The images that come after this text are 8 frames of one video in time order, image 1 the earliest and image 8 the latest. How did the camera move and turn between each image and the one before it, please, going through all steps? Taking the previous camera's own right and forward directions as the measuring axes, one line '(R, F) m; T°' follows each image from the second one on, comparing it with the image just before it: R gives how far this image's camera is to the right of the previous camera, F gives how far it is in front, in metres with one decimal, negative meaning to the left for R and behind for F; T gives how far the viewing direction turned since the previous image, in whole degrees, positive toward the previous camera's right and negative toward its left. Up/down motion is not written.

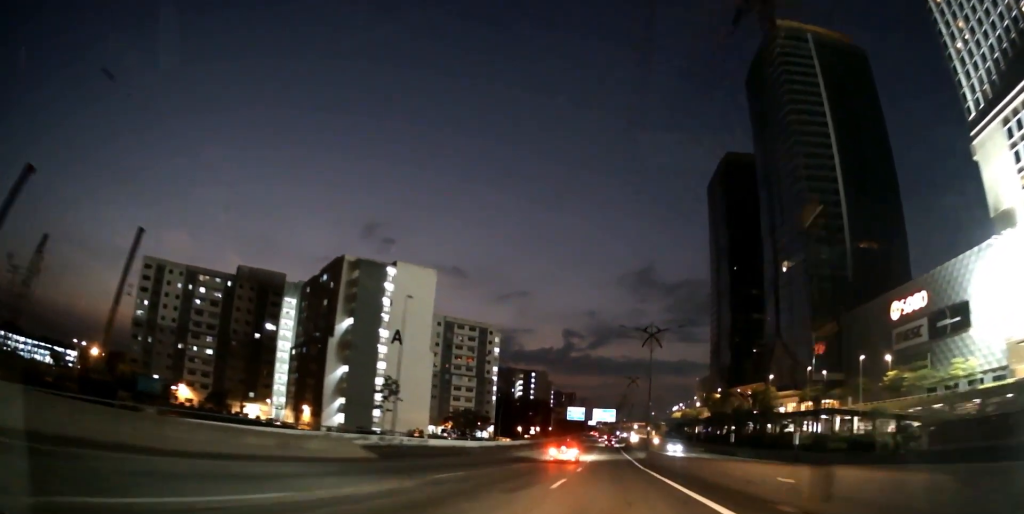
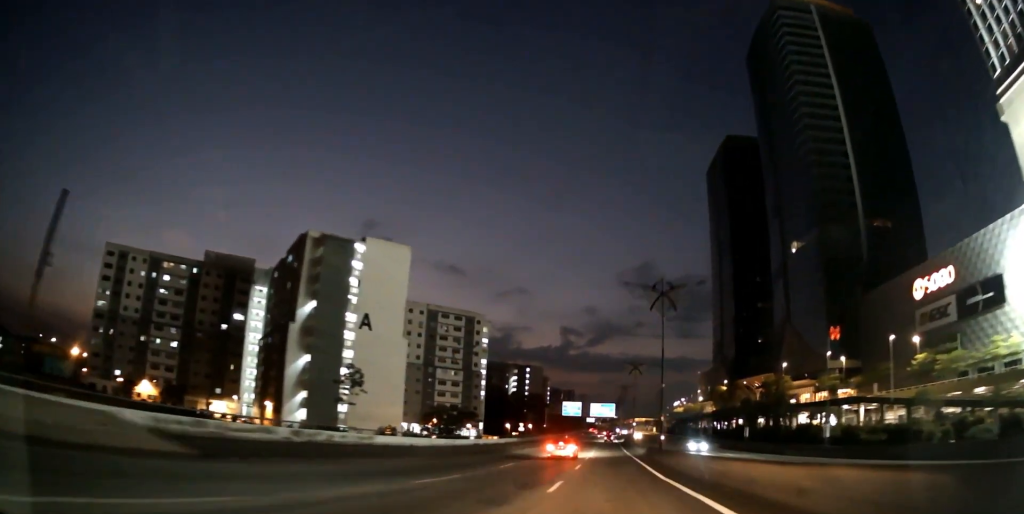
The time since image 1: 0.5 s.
(0.0, +13.6) m; 0°
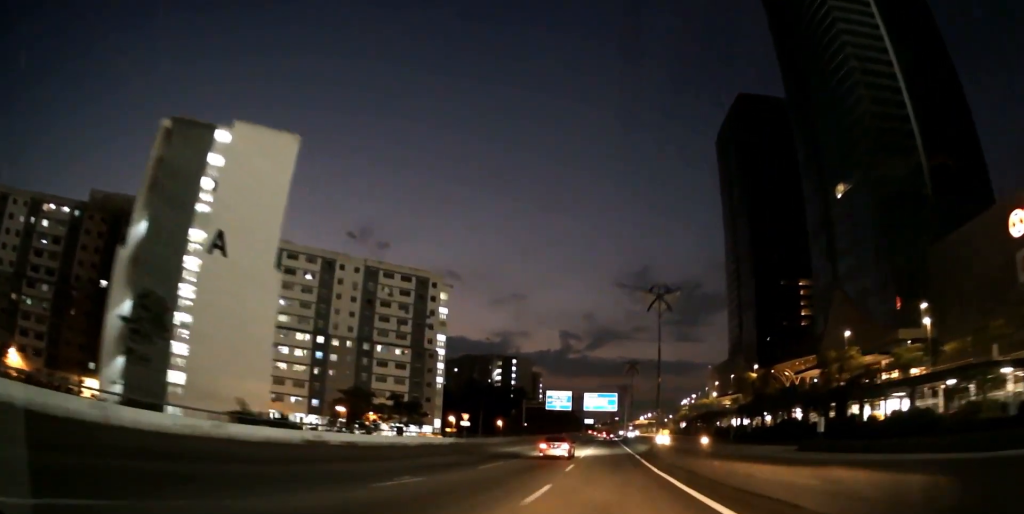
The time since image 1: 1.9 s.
(0.0, +39.8) m; 0°
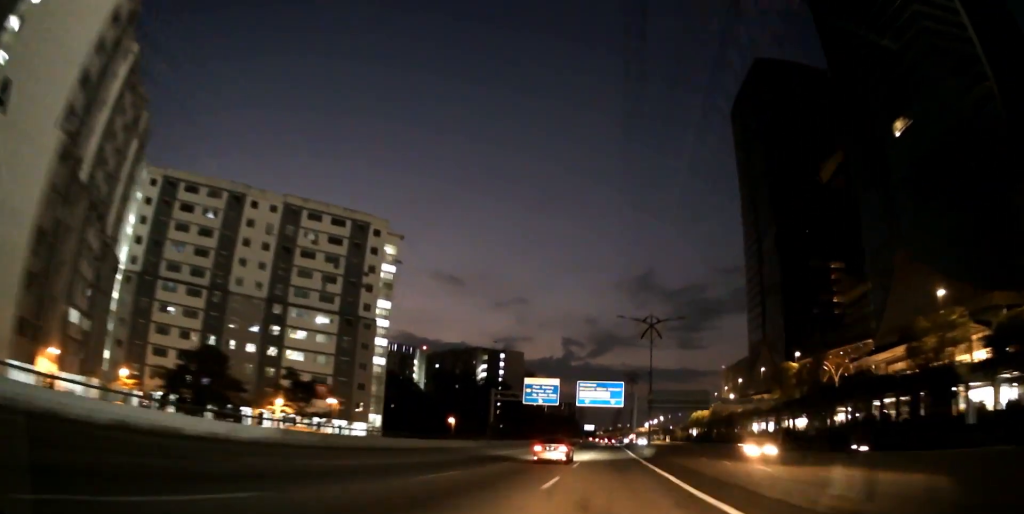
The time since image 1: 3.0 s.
(+0.1, +31.9) m; 0°
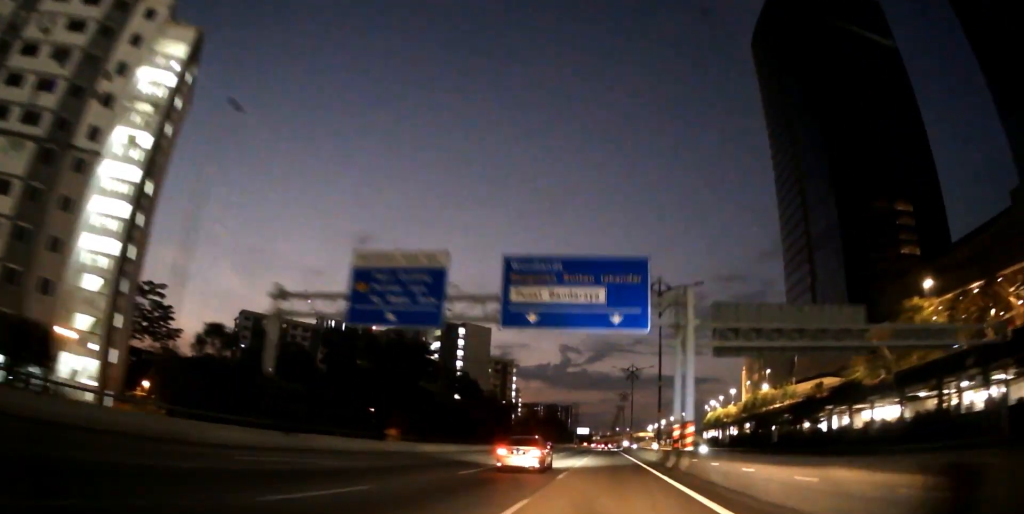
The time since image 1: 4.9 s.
(+0.1, +55.6) m; 0°
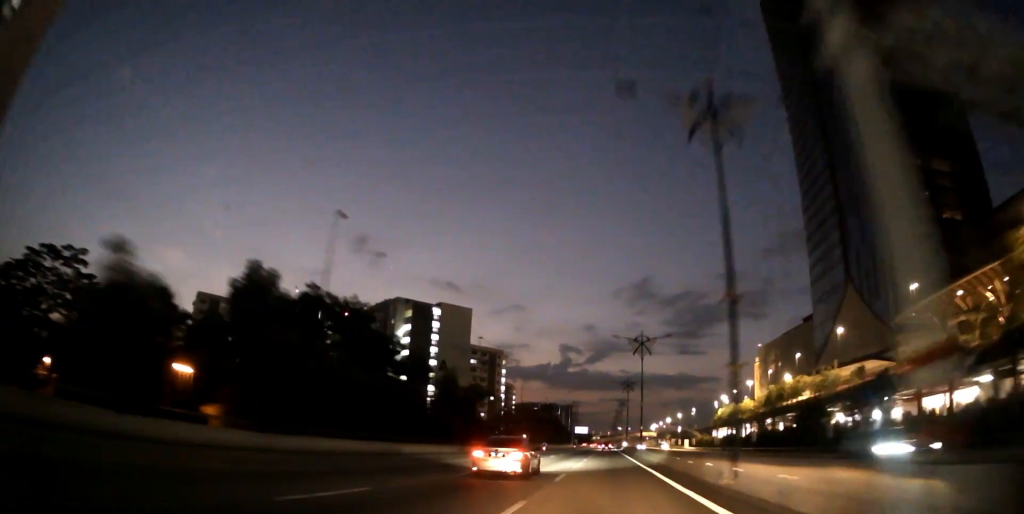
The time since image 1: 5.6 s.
(0.0, +22.7) m; 0°
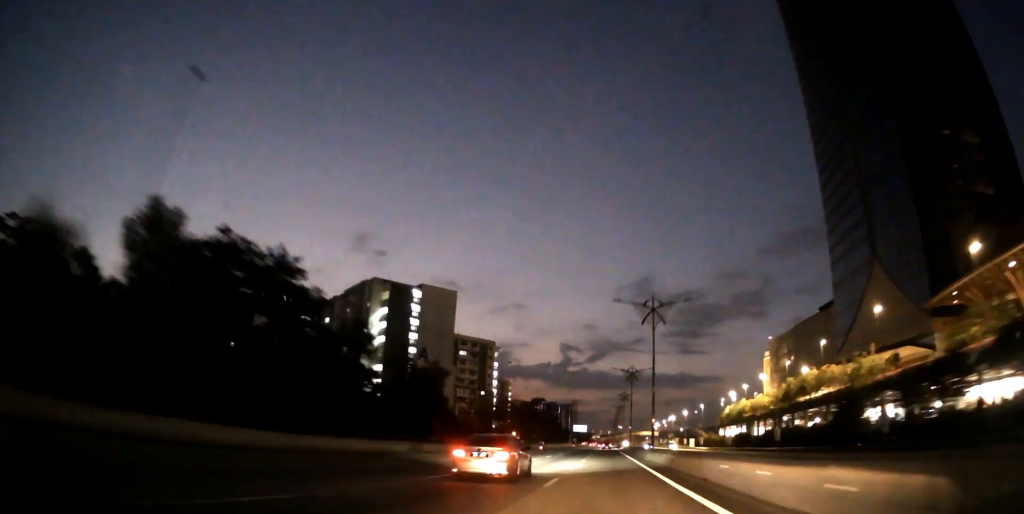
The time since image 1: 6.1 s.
(0.0, +14.6) m; 0°
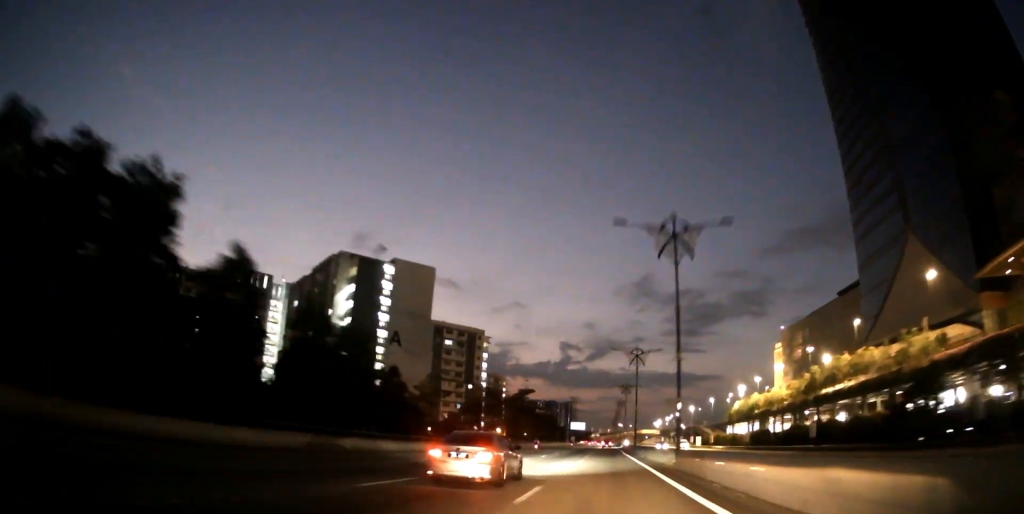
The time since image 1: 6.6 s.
(0.0, +15.1) m; 0°
